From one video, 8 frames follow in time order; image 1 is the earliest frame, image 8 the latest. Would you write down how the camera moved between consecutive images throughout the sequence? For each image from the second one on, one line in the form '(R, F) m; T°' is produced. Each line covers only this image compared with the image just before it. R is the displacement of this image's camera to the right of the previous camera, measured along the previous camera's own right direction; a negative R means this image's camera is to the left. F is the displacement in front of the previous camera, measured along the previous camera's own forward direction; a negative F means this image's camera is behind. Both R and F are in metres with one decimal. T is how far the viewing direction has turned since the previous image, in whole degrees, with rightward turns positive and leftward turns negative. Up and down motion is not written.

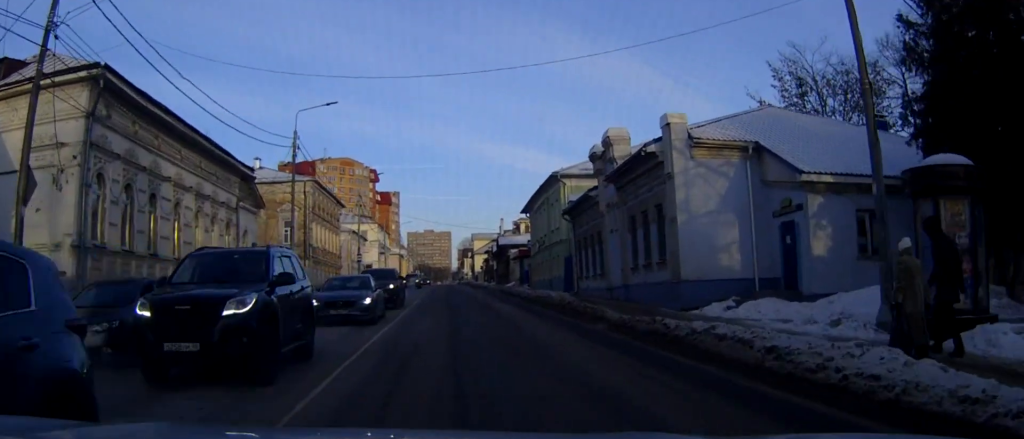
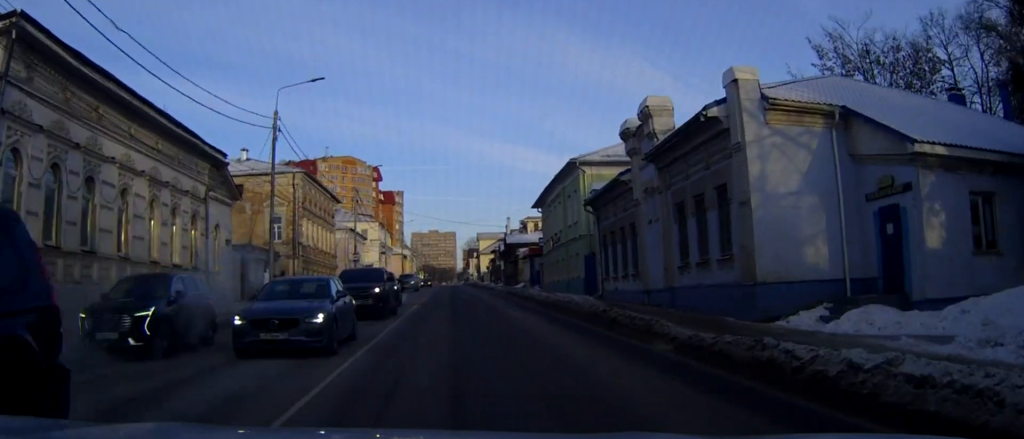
(-0.2, +6.1) m; 0°
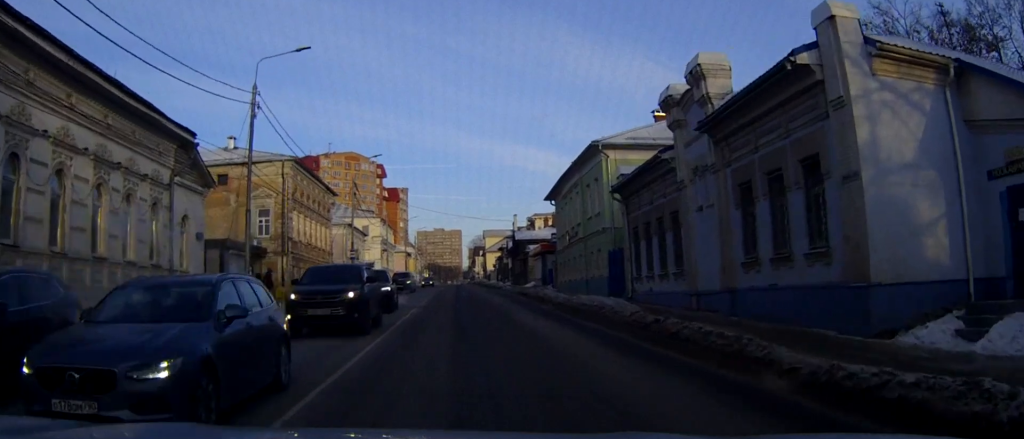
(0.0, +5.1) m; +1°
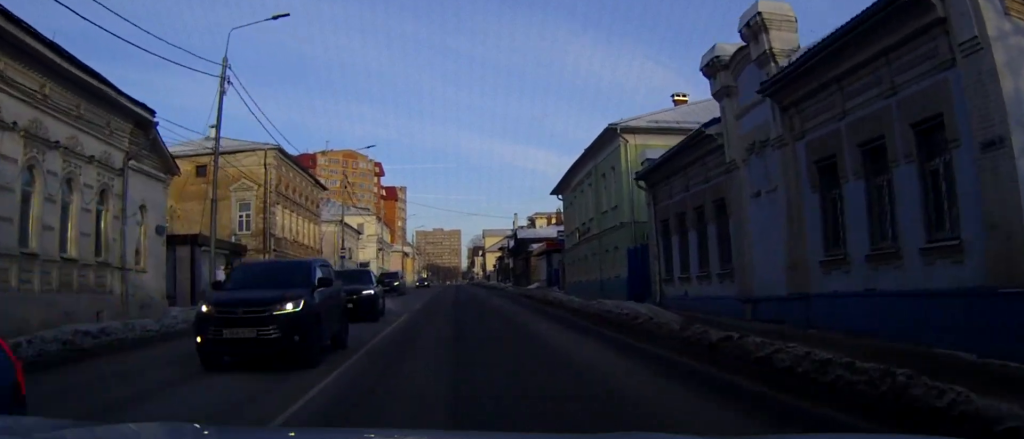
(+0.1, +4.6) m; +1°
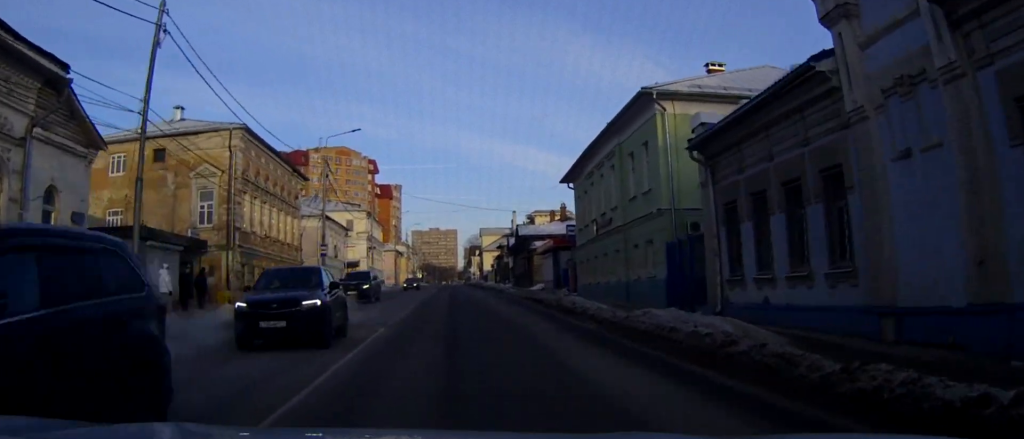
(+0.1, +6.6) m; +1°
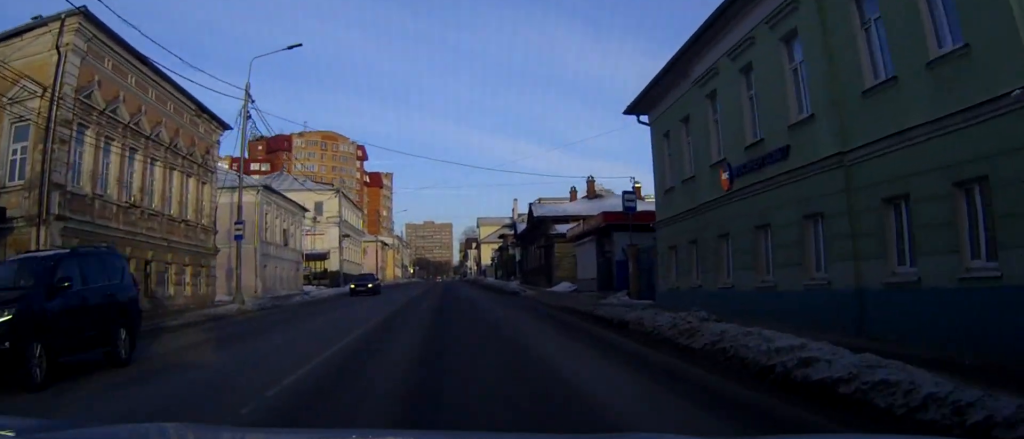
(+0.2, +18.1) m; +1°
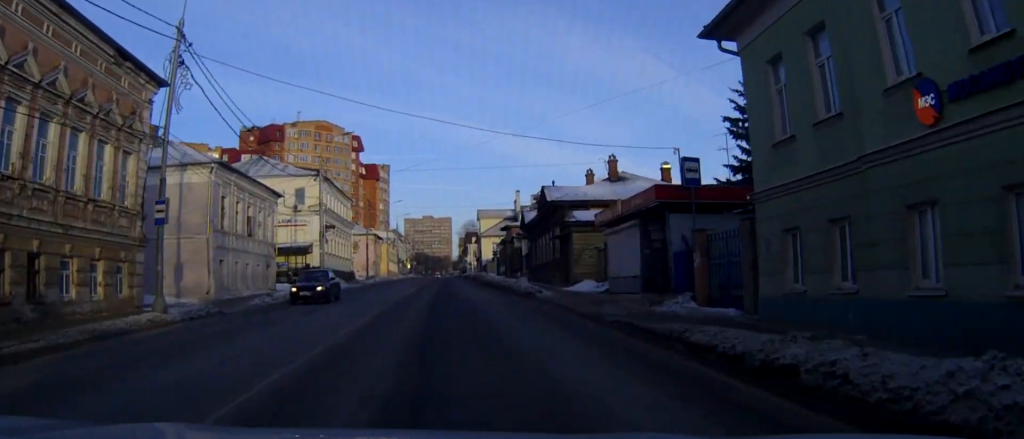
(0.0, +8.7) m; 0°
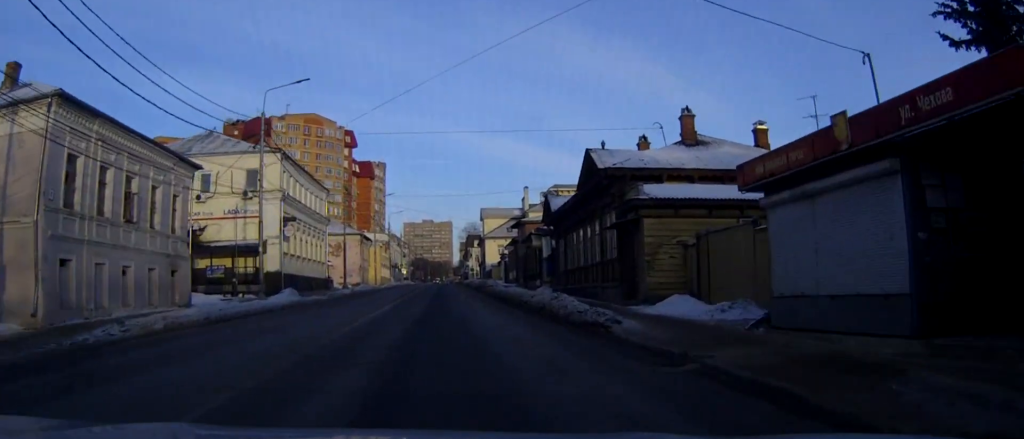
(+0.1, +16.2) m; 0°
